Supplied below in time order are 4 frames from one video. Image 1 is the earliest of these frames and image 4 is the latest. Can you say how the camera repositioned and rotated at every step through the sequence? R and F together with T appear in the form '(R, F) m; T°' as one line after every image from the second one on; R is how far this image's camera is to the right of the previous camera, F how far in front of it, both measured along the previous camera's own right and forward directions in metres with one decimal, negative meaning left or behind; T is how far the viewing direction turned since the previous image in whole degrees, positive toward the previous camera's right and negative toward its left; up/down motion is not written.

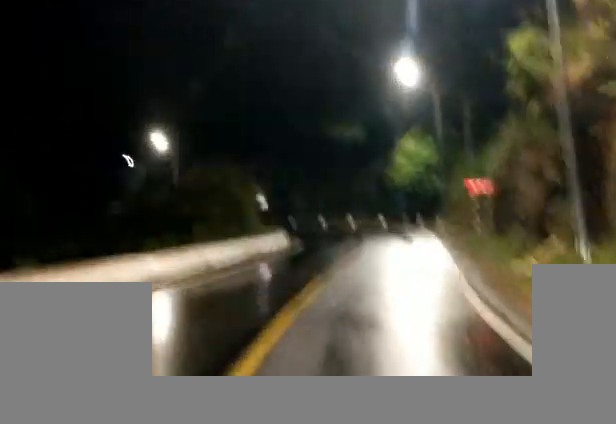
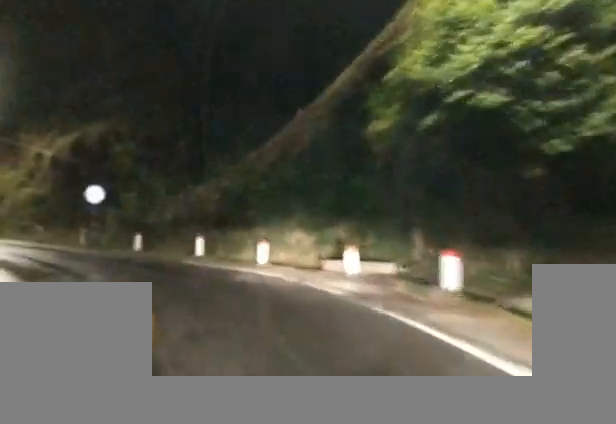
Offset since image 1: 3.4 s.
(+1.7, +39.6) m; -2°
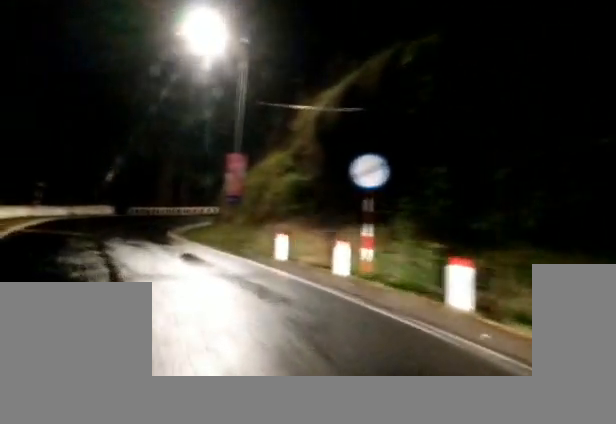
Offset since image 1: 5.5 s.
(-3.5, +20.9) m; -18°
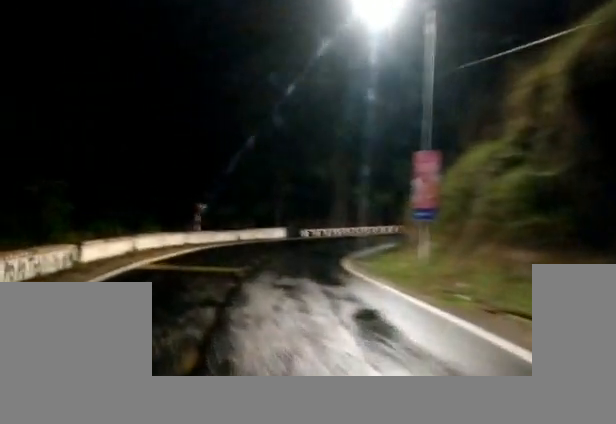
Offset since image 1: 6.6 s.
(-0.6, +11.1) m; -11°
